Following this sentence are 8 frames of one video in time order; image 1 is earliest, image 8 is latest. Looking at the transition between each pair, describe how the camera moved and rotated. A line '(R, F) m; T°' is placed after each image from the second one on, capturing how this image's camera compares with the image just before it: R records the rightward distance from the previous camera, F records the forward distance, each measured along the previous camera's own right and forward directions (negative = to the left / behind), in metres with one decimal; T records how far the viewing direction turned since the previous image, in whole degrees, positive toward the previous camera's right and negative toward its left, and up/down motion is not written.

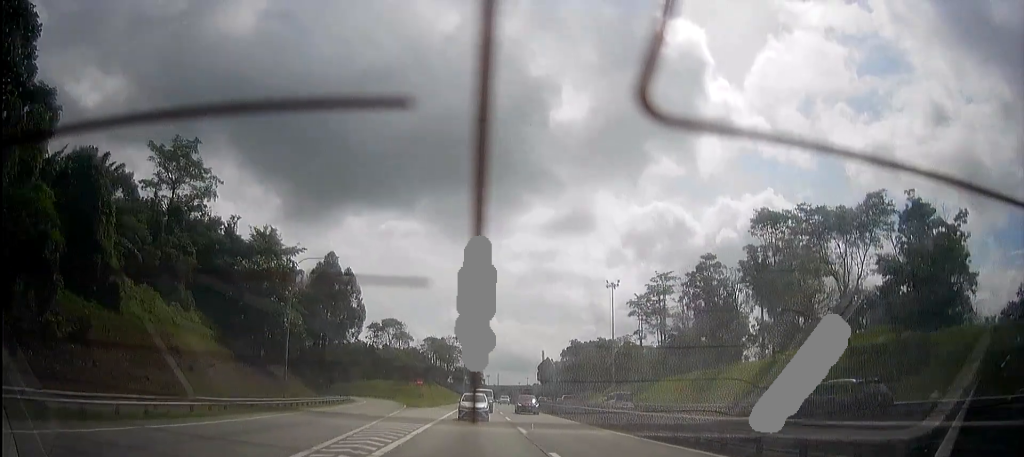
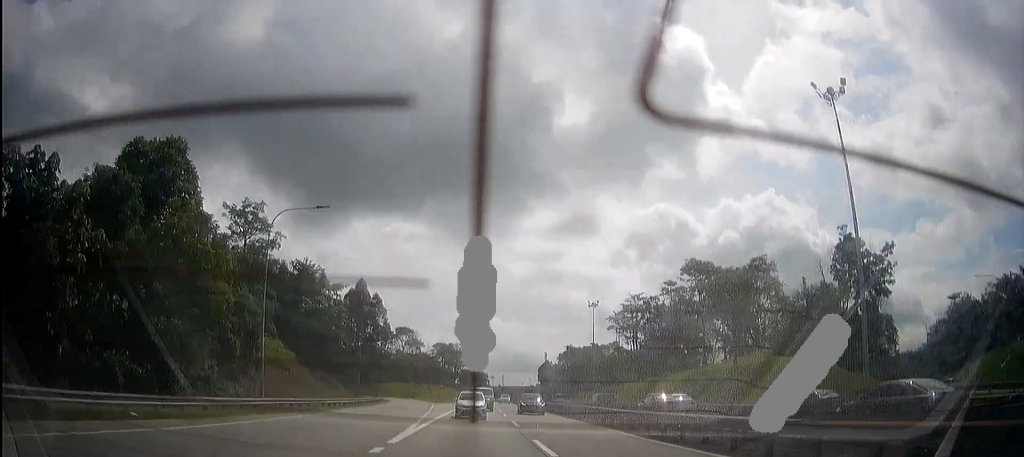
(+0.1, +27.3) m; +1°
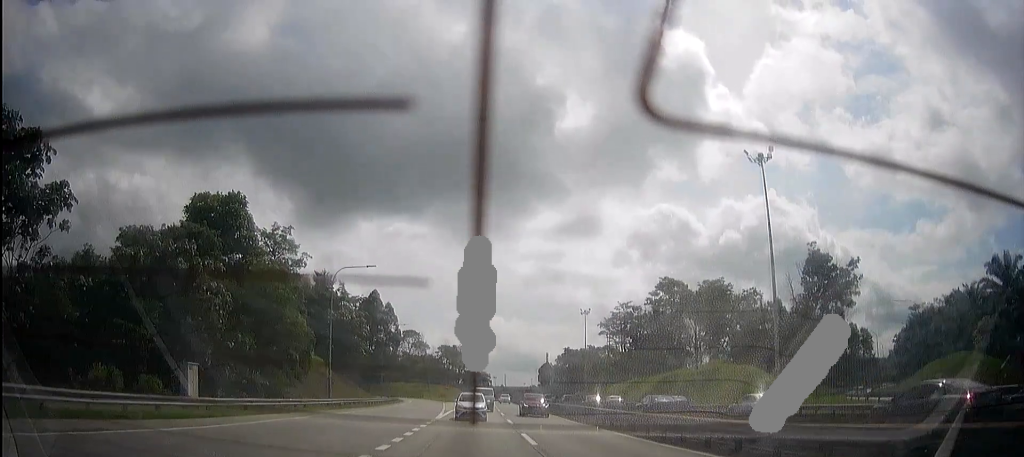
(+0.1, +16.5) m; 0°
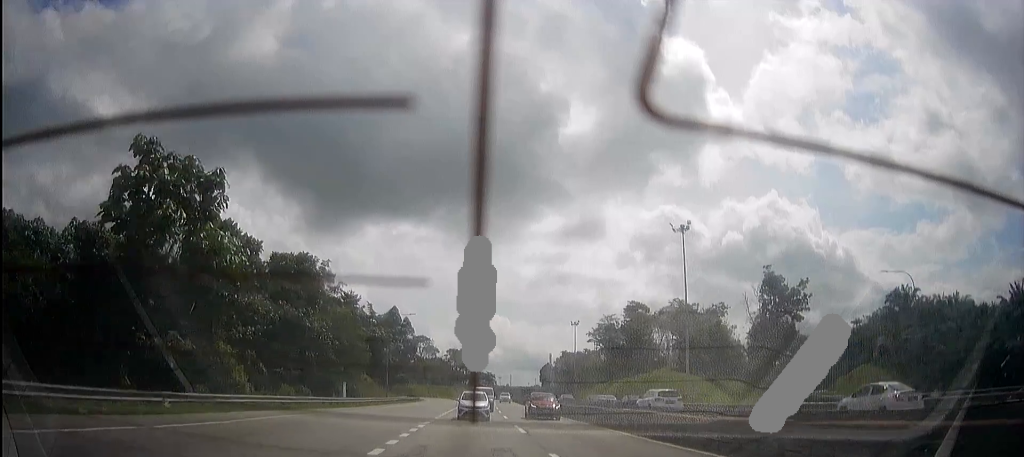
(+0.2, +27.2) m; +1°
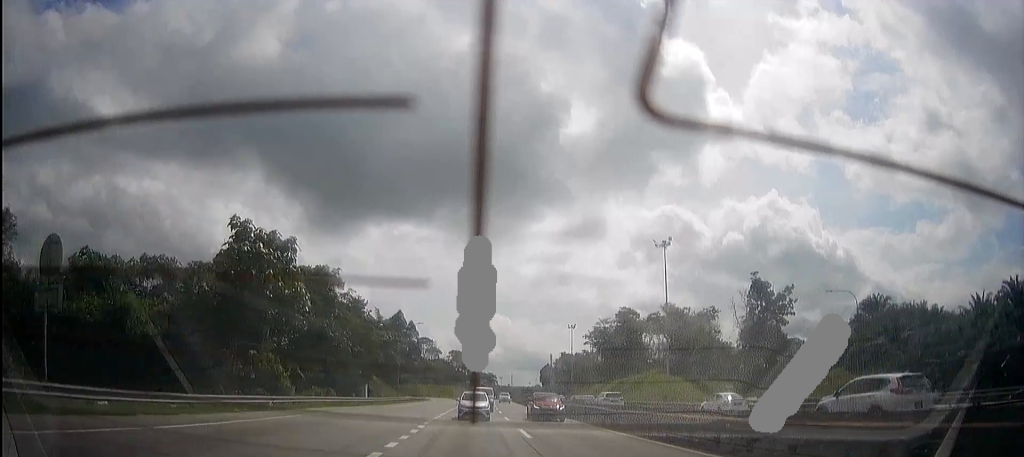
(0.0, +9.7) m; 0°
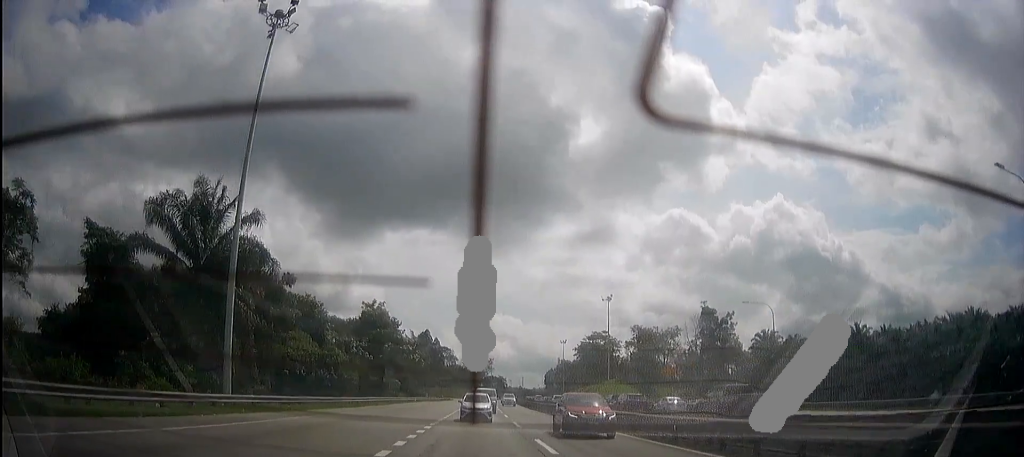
(+0.6, +54.2) m; +1°
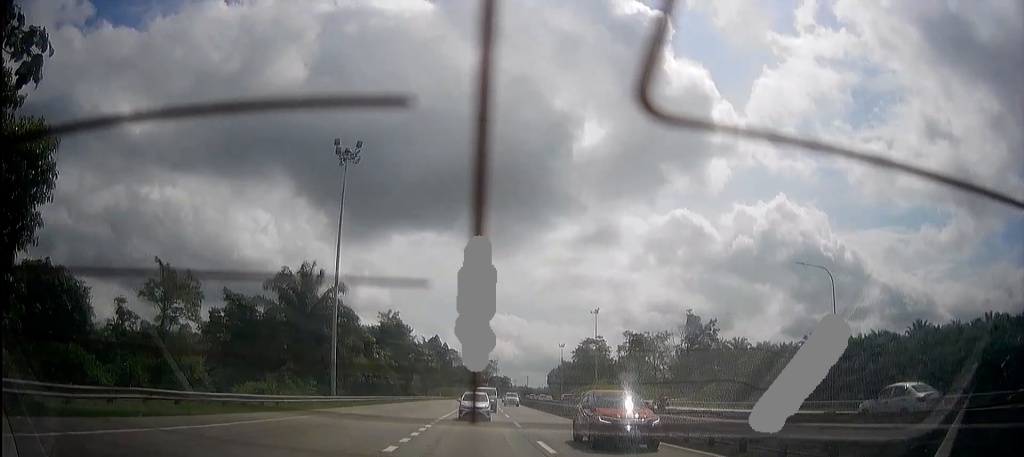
(+0.1, +23.4) m; +1°
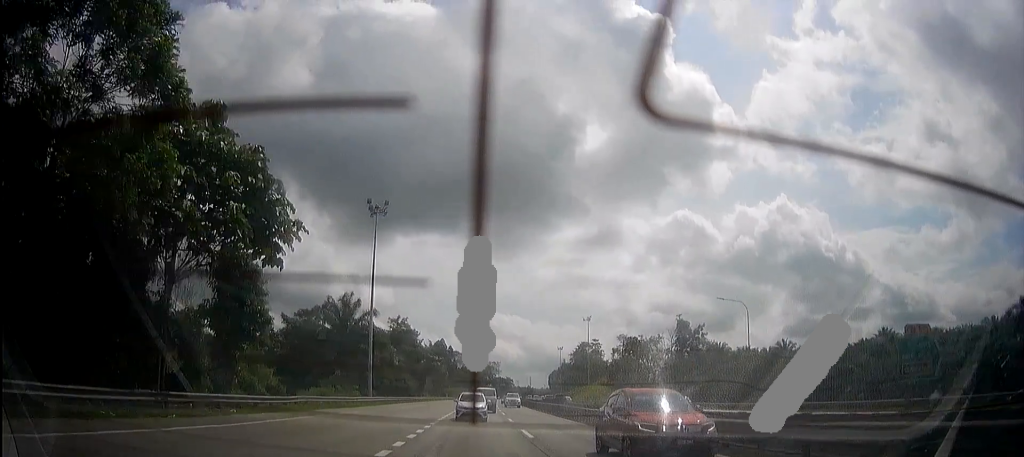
(0.0, +18.5) m; +1°
